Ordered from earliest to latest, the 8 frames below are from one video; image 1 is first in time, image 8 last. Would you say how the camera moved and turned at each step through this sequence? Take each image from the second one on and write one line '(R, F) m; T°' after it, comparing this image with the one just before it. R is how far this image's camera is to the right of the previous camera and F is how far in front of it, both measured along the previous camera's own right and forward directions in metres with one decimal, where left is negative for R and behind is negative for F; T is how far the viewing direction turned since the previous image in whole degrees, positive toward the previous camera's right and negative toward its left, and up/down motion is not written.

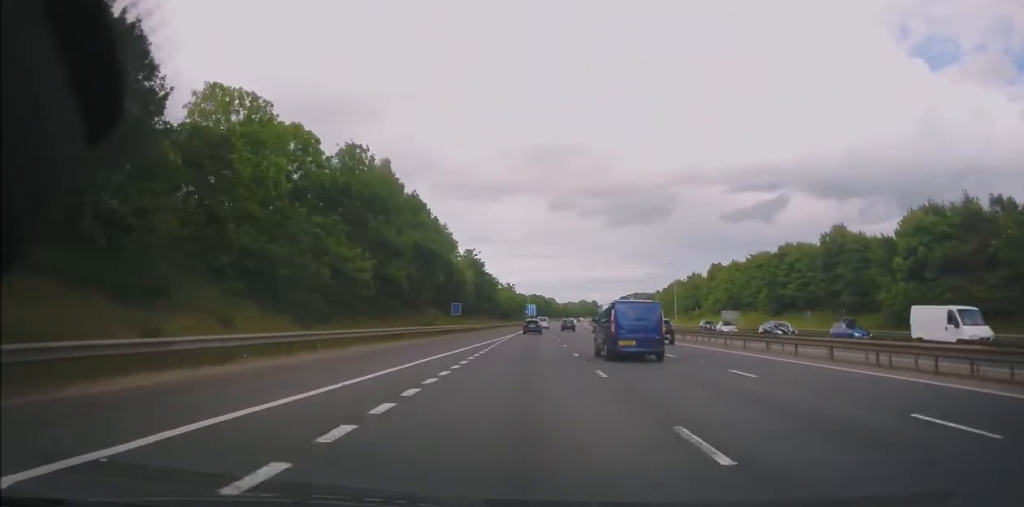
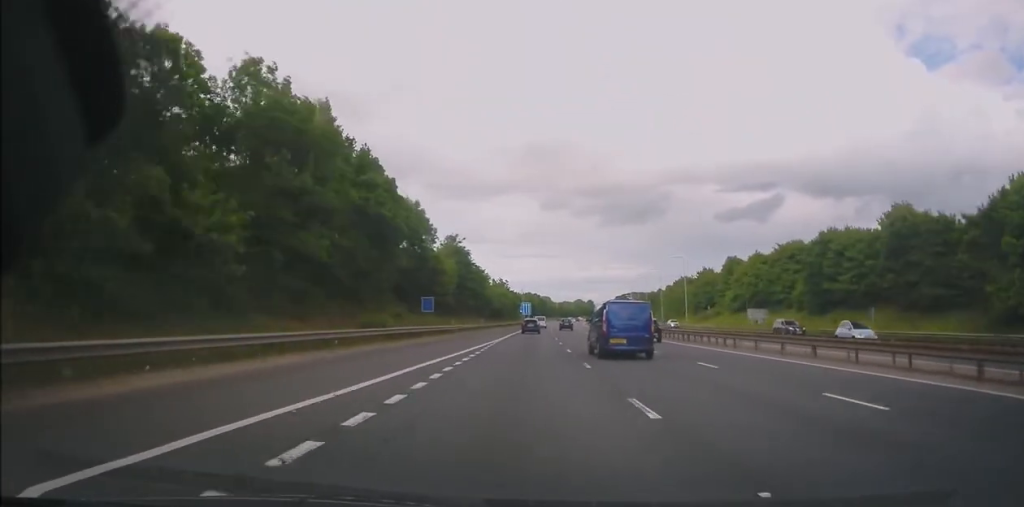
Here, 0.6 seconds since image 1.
(+0.3, +15.0) m; +1°
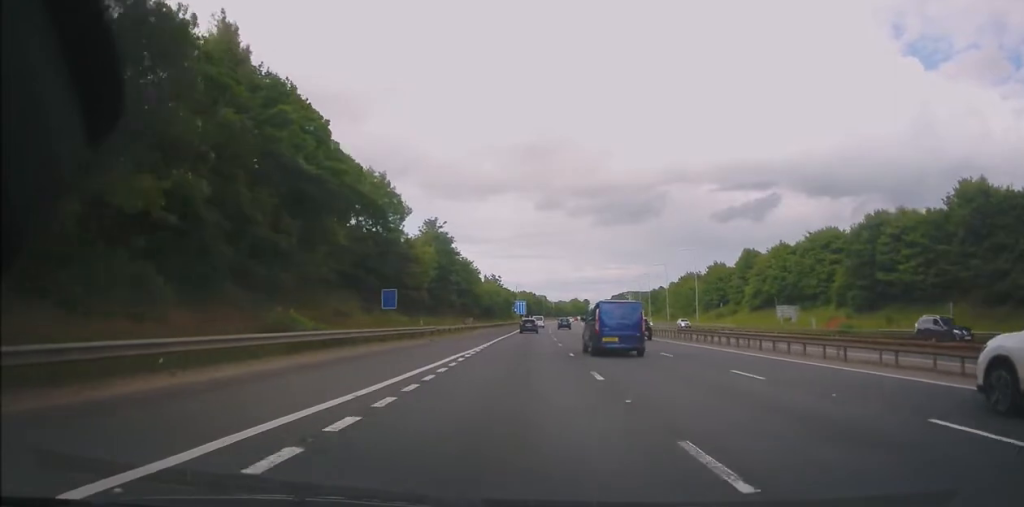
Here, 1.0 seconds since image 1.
(+0.1, +12.3) m; 0°
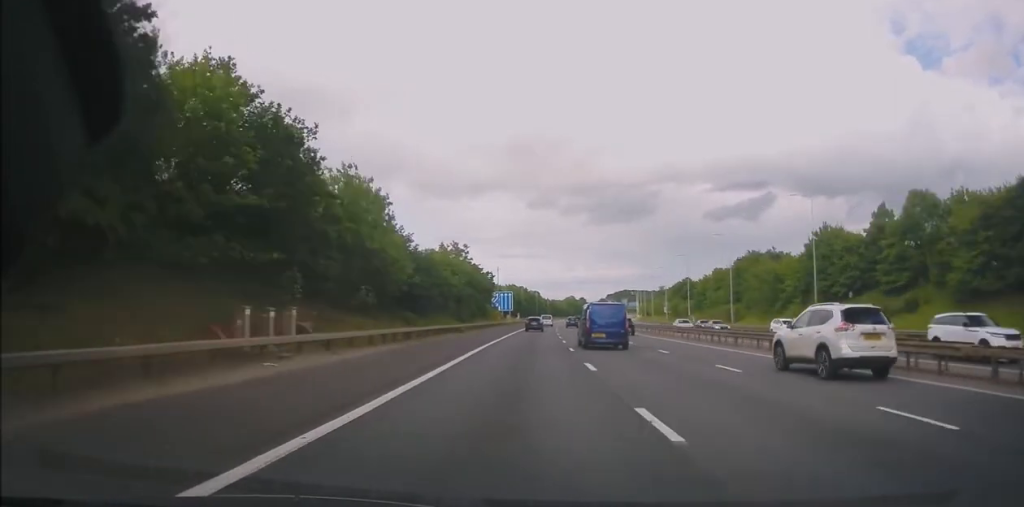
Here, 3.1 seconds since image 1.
(+0.4, +55.1) m; +1°
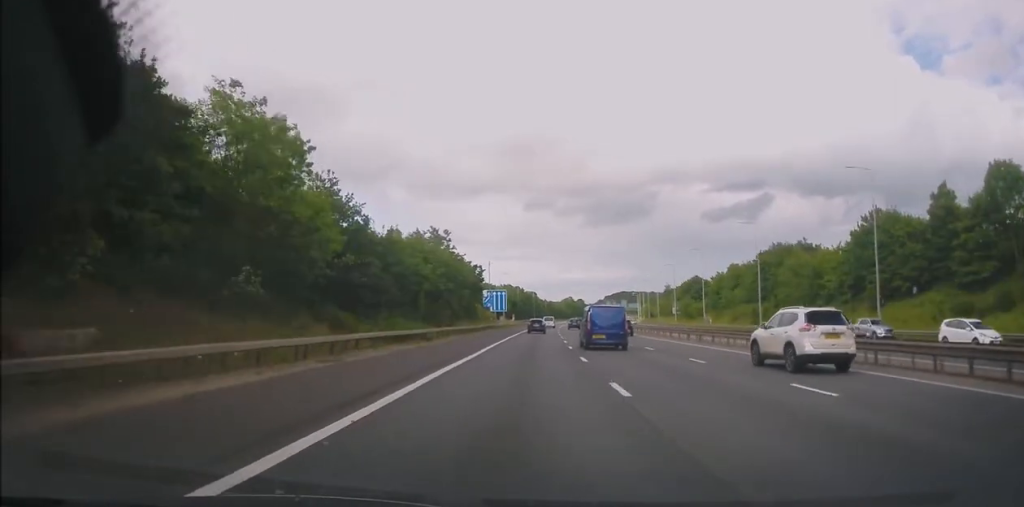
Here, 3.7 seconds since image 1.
(-0.2, +14.0) m; 0°
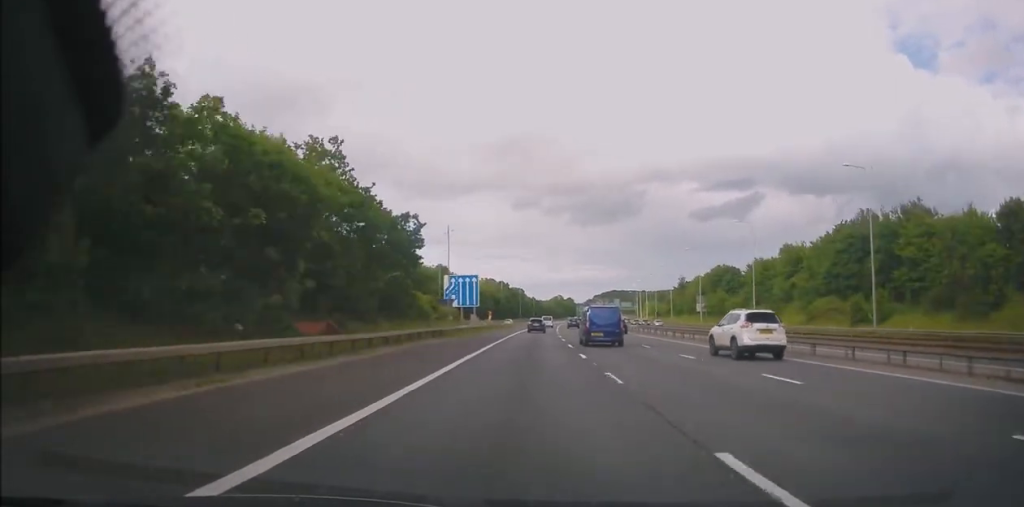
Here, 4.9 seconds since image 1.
(+0.7, +33.7) m; +2°
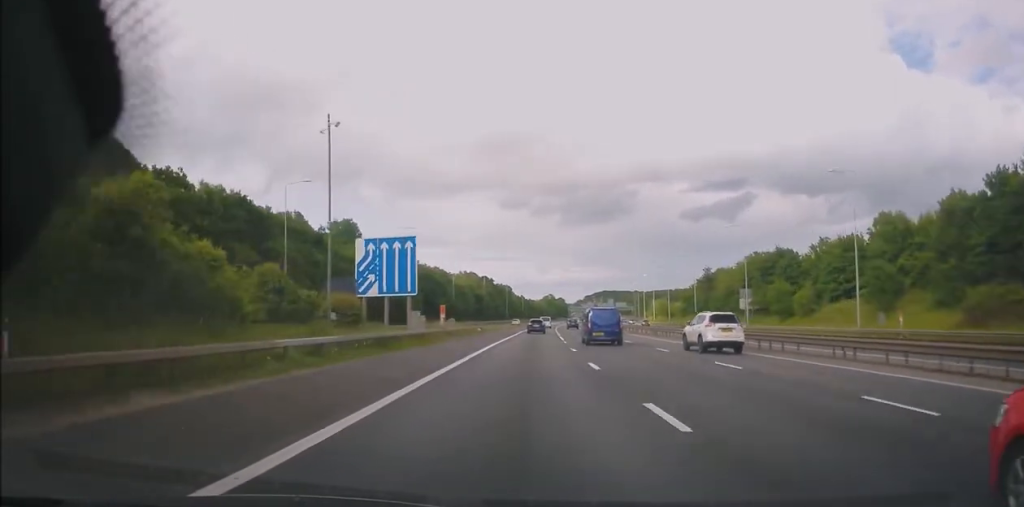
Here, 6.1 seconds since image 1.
(+0.3, +32.1) m; +1°
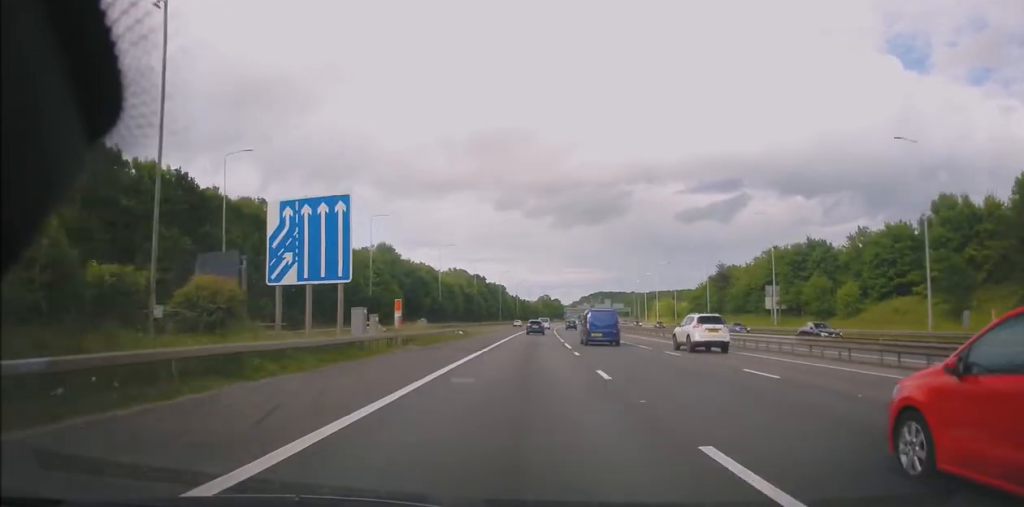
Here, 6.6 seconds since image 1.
(+0.1, +12.4) m; 0°
